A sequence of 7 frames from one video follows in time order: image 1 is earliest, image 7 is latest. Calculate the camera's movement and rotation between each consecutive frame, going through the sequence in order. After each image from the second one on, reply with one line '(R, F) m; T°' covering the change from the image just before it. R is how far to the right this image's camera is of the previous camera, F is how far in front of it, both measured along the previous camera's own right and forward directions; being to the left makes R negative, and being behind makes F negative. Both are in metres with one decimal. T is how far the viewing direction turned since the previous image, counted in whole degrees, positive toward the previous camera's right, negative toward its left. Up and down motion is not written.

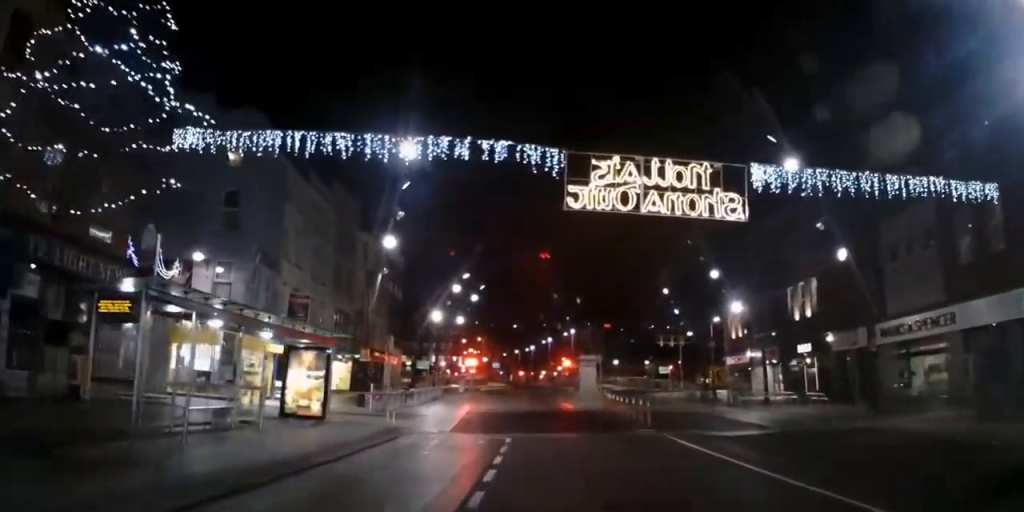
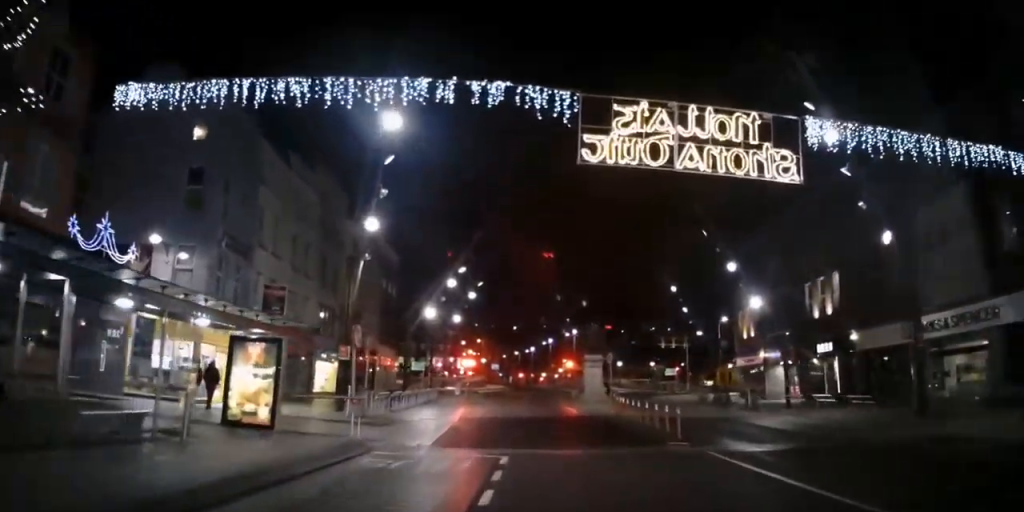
(+0.1, +3.4) m; -1°
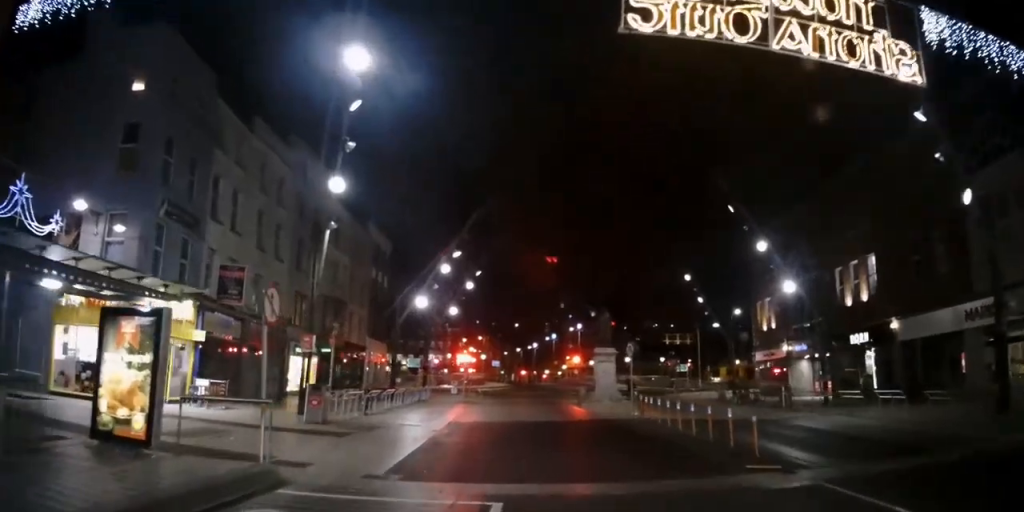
(-0.2, +4.7) m; +1°
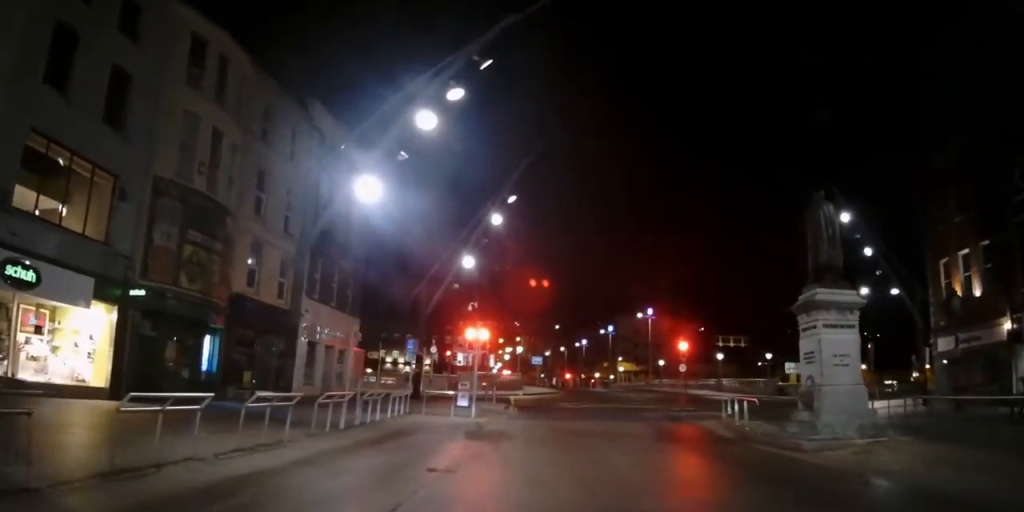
(-0.4, +23.6) m; -4°
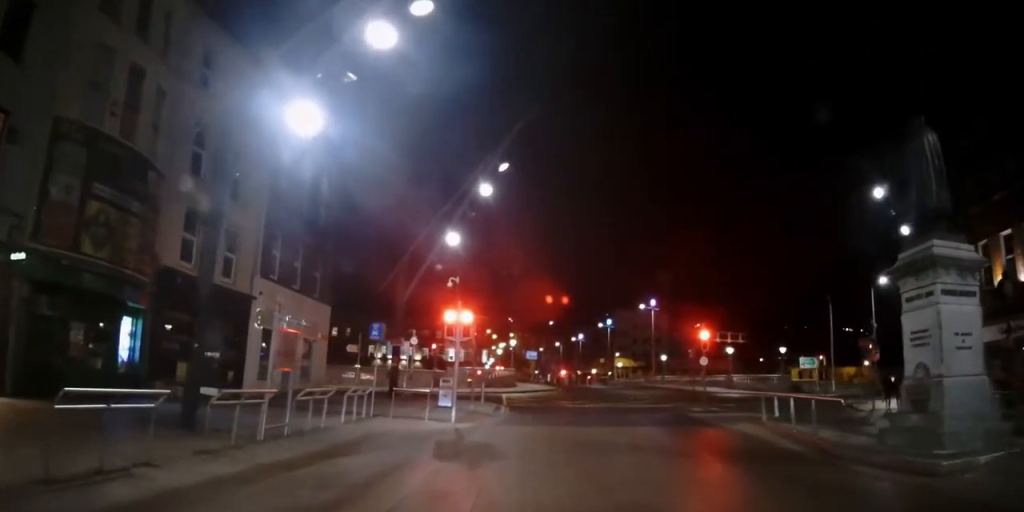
(-0.1, +4.6) m; 0°
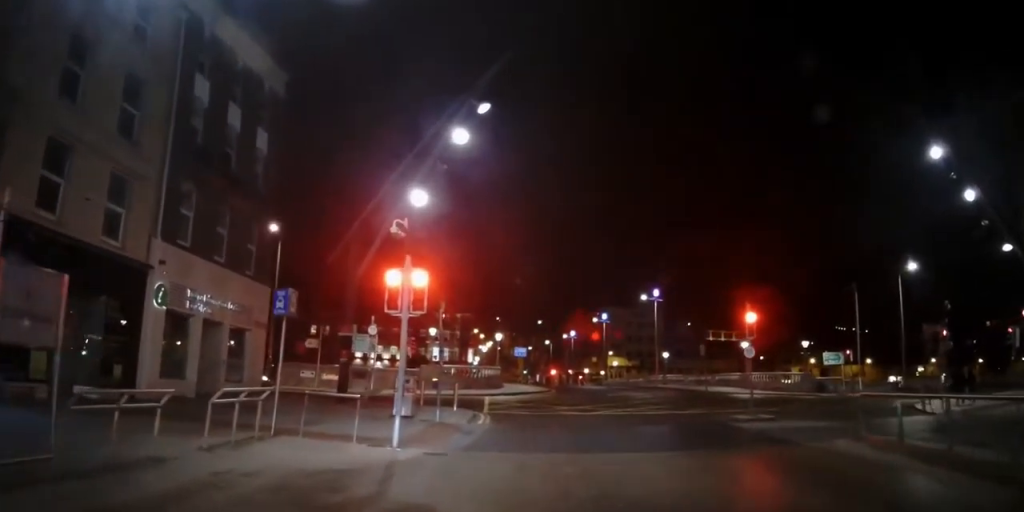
(+0.2, +6.7) m; +3°
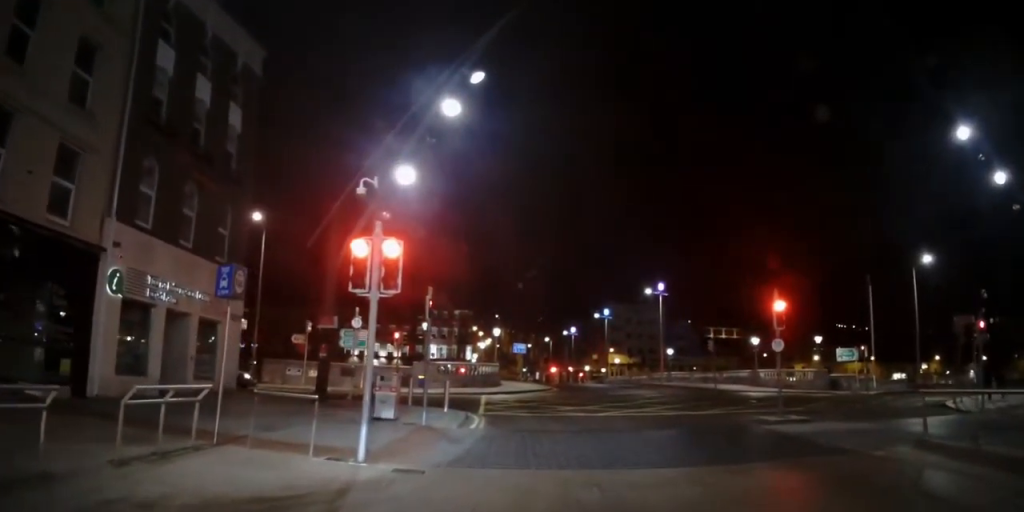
(+0.1, +2.7) m; 0°
